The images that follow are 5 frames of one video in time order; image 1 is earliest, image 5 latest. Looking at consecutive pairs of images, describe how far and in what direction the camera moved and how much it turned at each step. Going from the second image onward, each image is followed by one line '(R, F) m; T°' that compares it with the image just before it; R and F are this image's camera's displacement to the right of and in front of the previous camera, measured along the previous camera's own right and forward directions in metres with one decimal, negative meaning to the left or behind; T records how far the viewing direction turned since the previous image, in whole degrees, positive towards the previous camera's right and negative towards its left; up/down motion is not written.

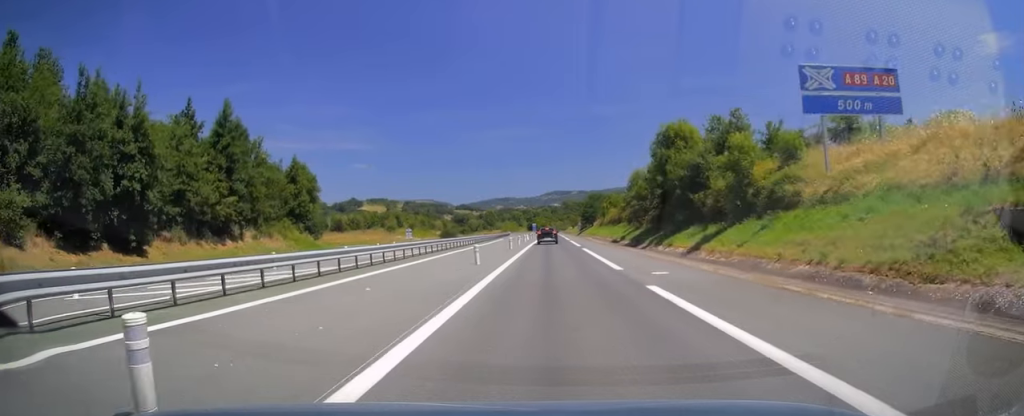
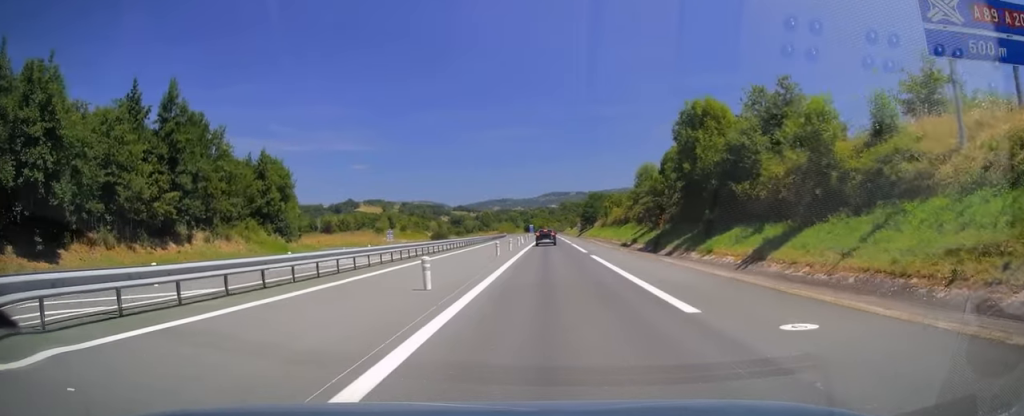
(0.0, +9.6) m; 0°
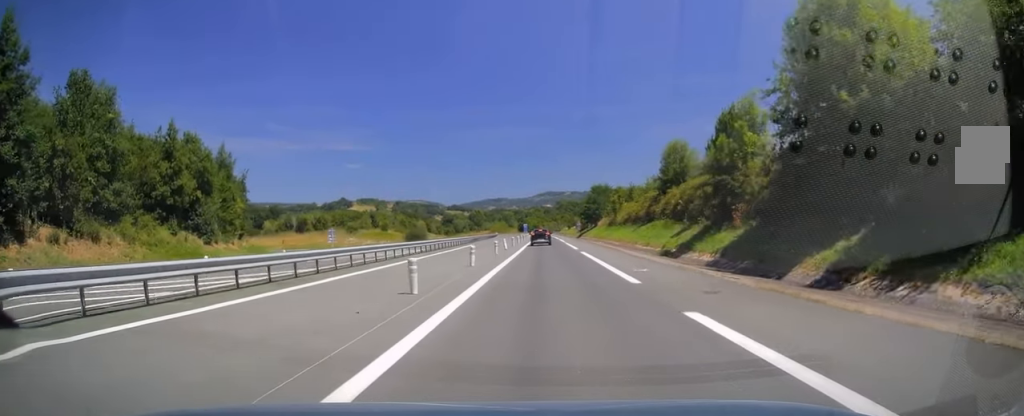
(0.0, +20.6) m; 0°
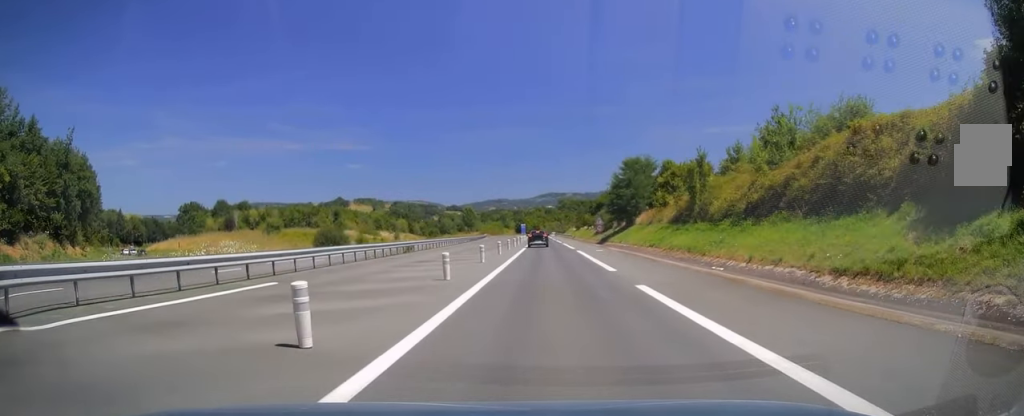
(-0.1, +46.9) m; 0°
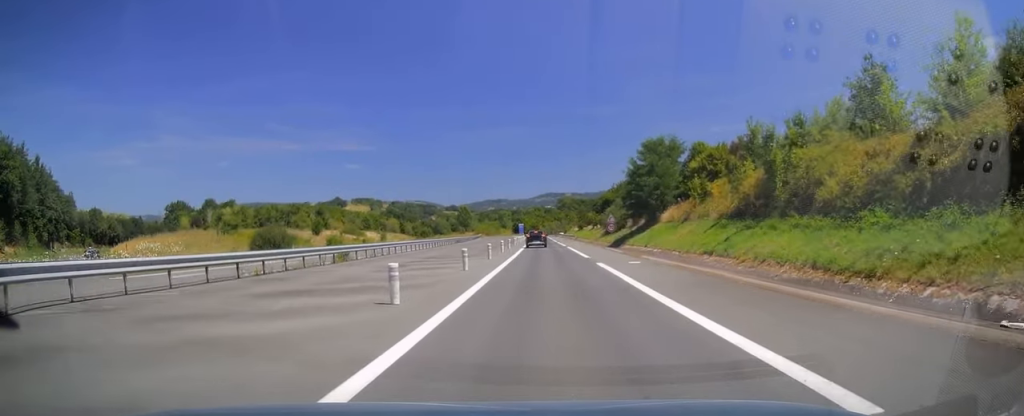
(+0.1, +15.7) m; 0°
